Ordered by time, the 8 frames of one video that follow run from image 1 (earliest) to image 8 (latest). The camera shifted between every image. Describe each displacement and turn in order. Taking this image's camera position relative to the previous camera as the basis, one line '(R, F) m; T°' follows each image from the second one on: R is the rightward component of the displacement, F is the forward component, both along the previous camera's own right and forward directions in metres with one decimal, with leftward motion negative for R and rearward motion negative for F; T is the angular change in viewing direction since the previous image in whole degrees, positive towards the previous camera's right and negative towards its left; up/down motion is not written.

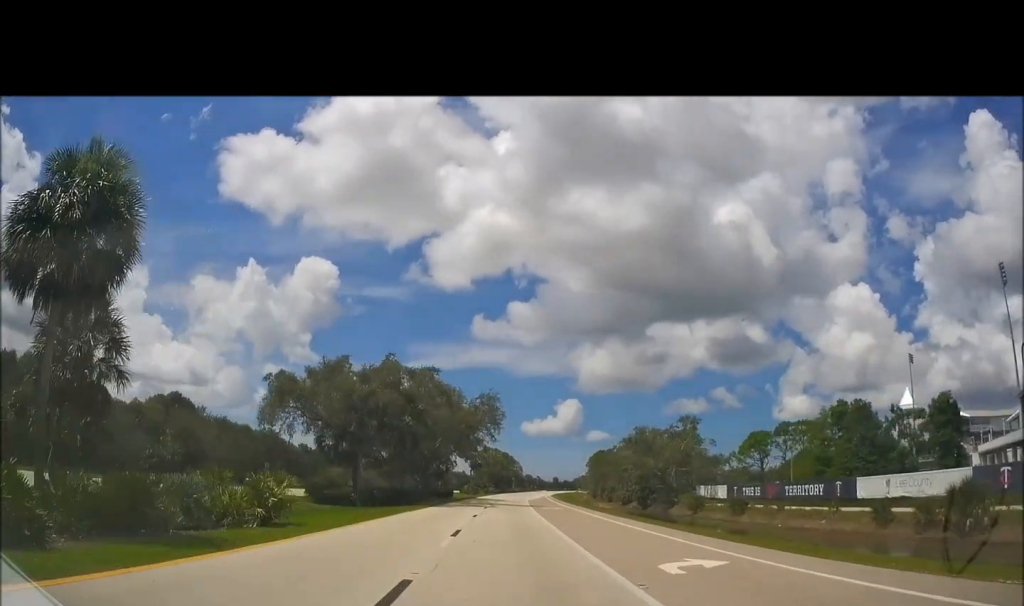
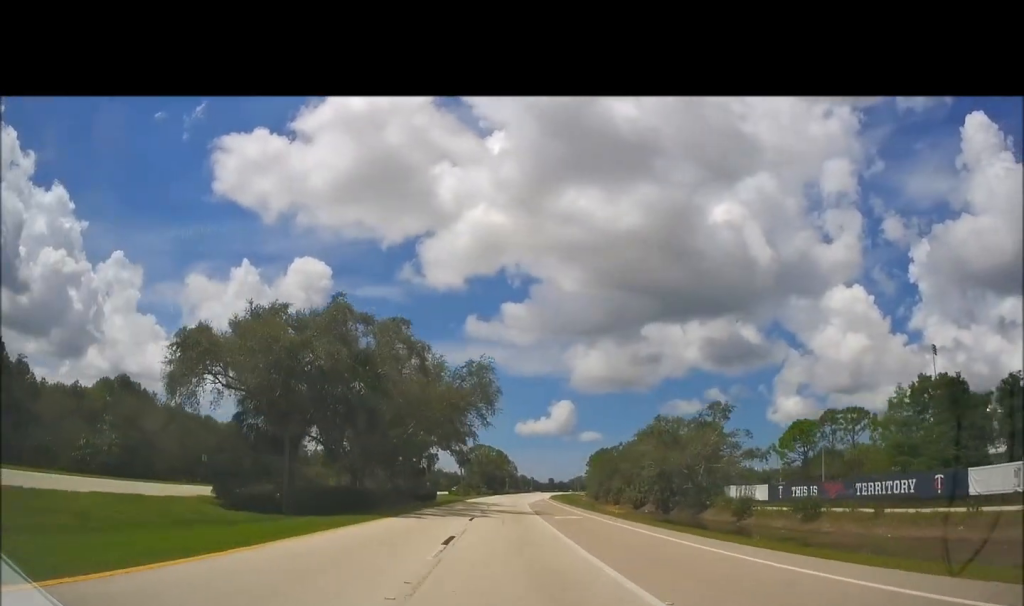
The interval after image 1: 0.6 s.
(-0.3, +18.9) m; 0°
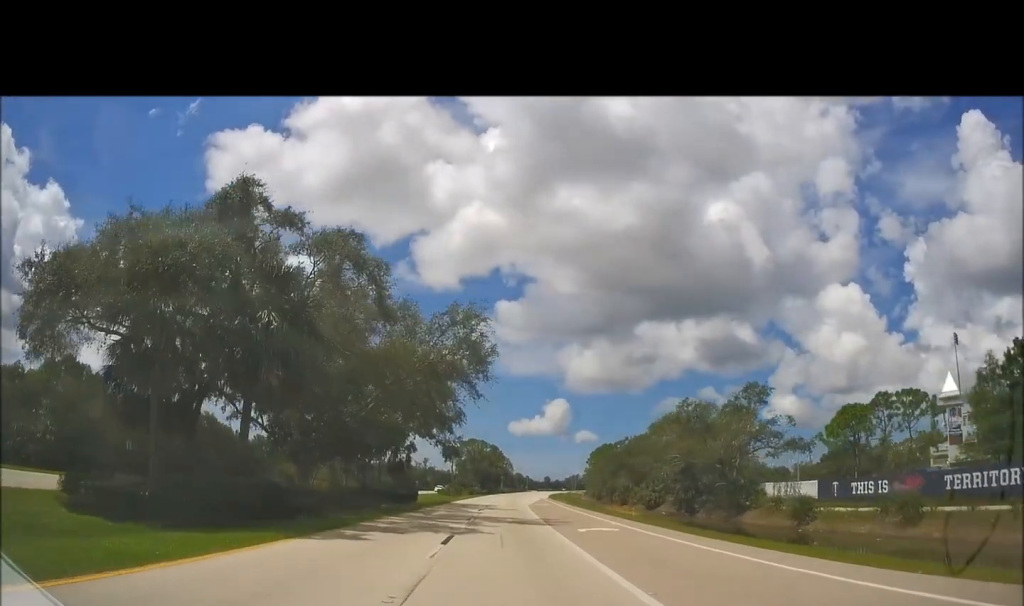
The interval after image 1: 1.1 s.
(+0.1, +15.4) m; +1°
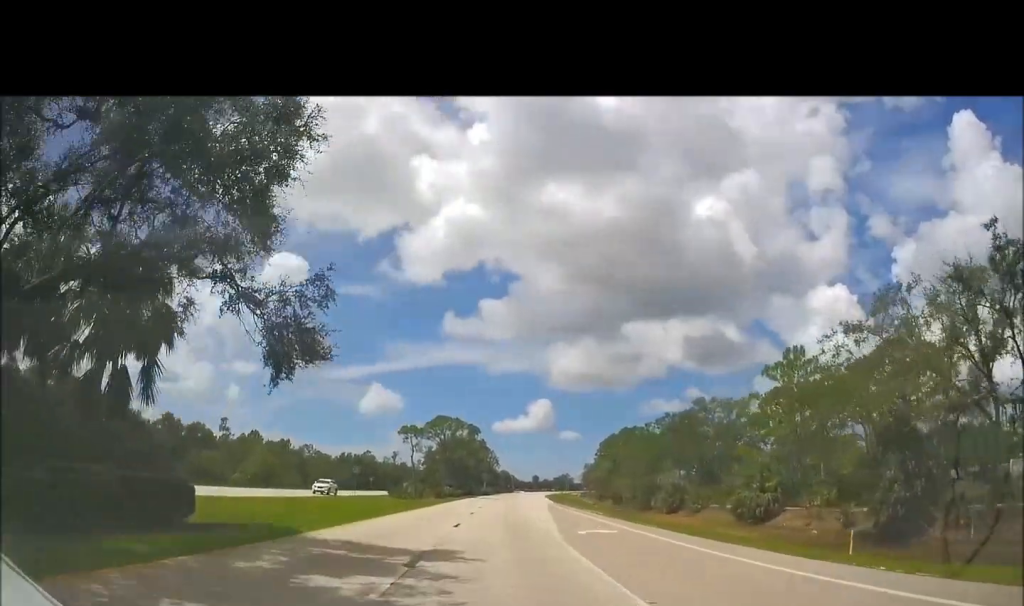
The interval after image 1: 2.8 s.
(+1.1, +47.5) m; +2°
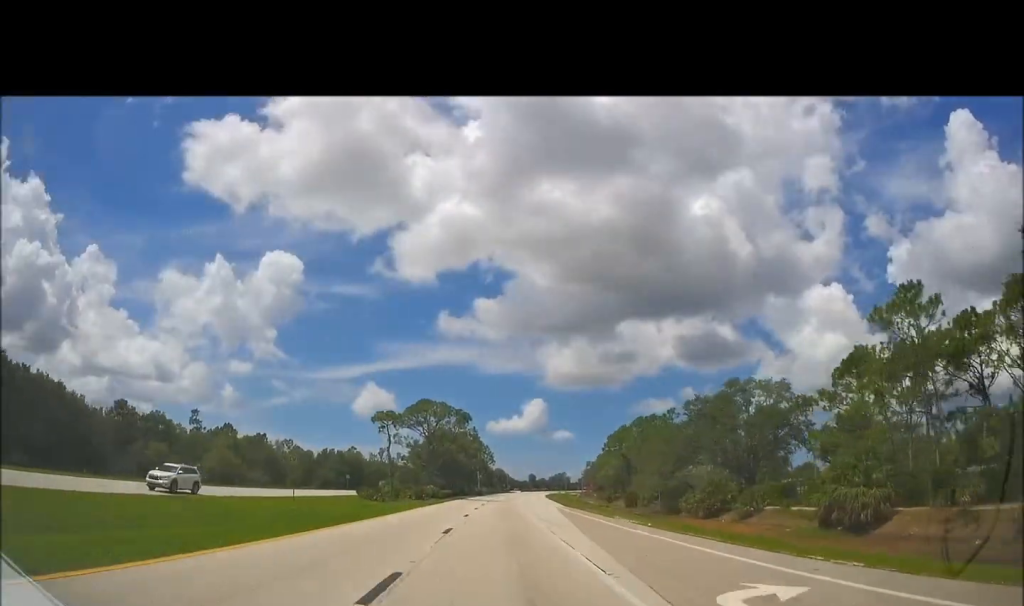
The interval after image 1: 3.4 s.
(0.0, +15.1) m; 0°
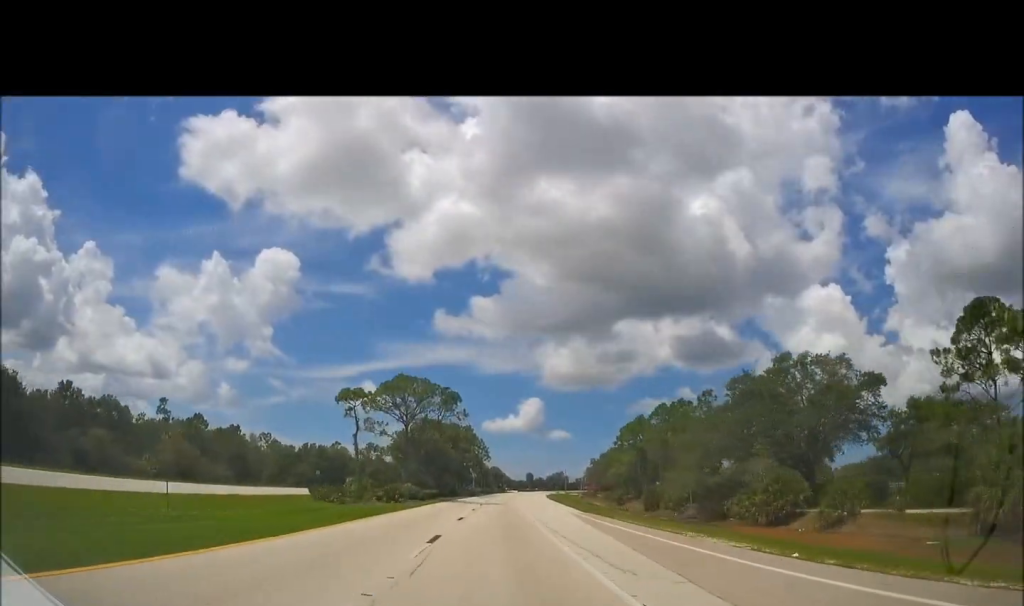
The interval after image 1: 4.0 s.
(0.0, +14.3) m; 0°
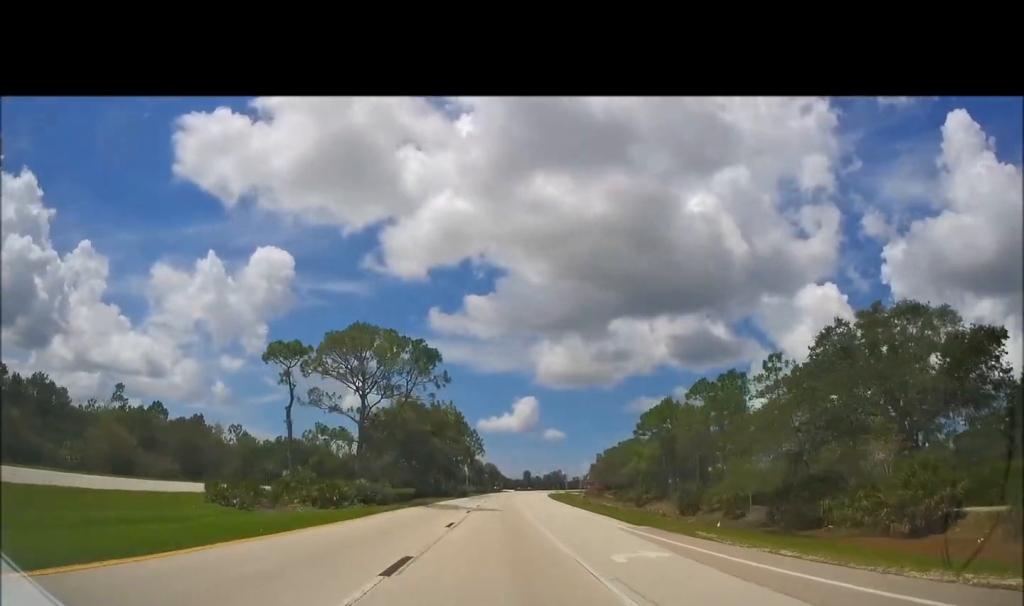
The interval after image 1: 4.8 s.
(0.0, +15.2) m; 0°
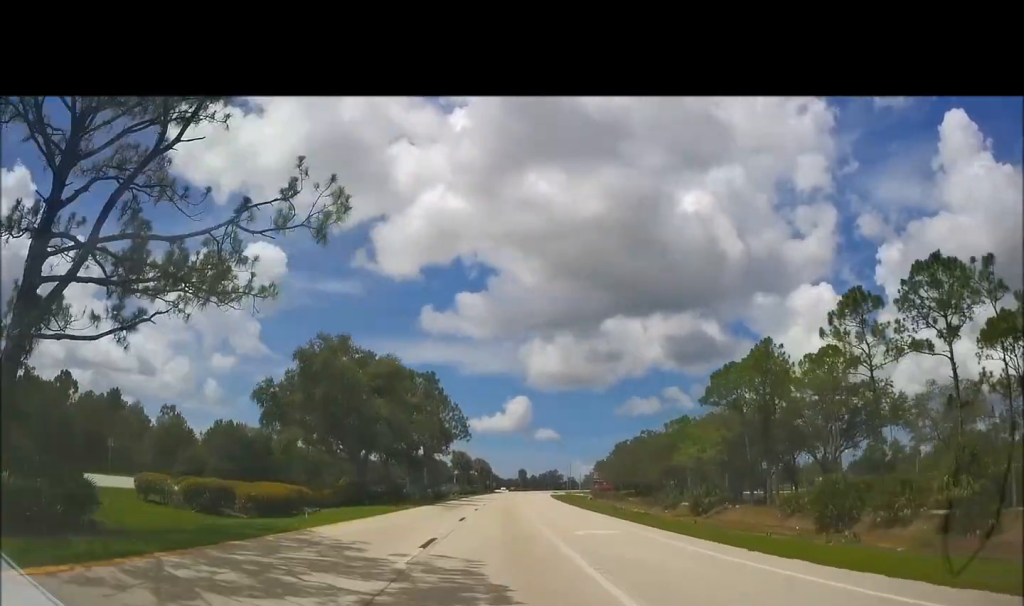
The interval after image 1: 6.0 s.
(0.0, +23.3) m; 0°
